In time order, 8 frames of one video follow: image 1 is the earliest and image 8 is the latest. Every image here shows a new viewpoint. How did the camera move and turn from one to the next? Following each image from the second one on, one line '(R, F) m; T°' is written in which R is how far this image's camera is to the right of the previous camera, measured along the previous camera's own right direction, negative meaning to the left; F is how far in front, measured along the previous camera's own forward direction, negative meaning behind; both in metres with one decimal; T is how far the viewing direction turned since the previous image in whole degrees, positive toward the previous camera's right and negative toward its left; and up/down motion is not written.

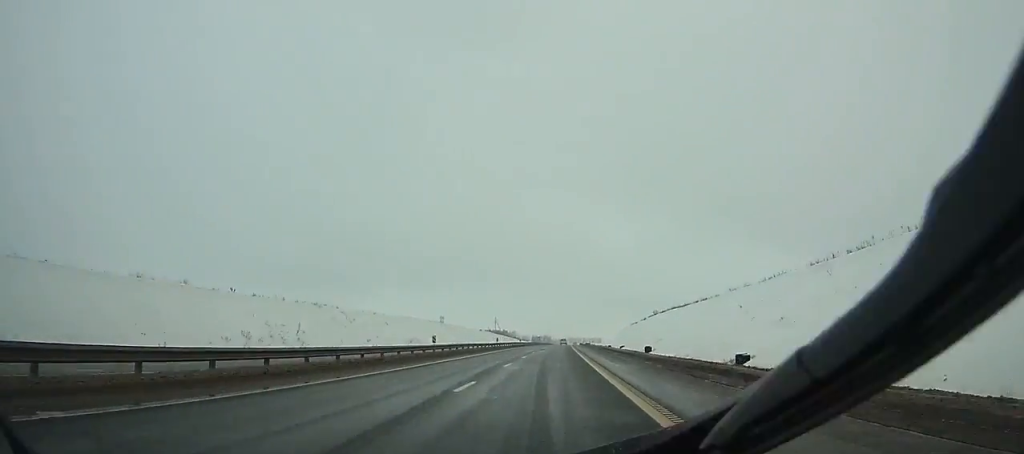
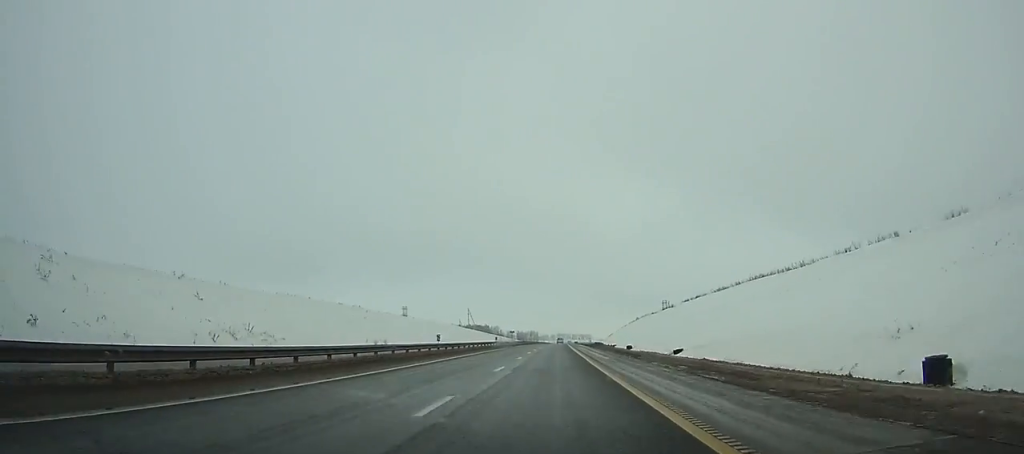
(+0.6, +75.0) m; +1°
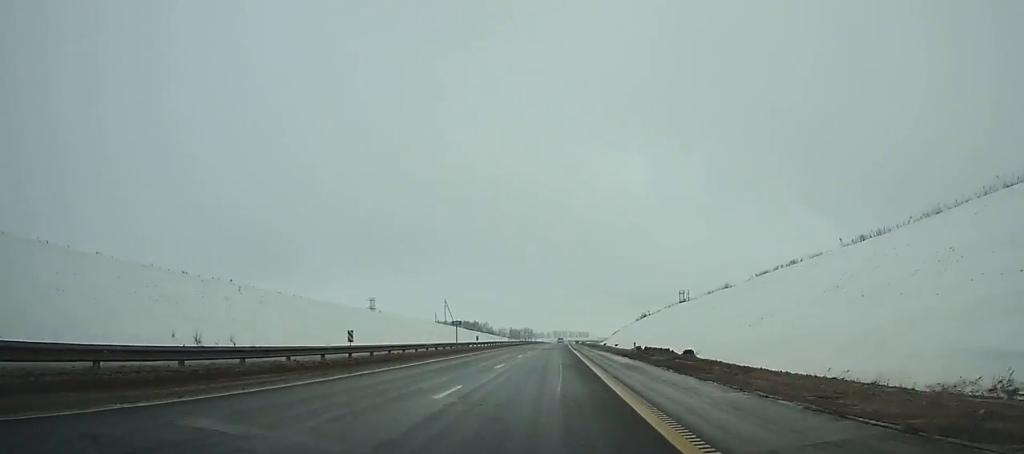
(+0.3, +56.8) m; 0°
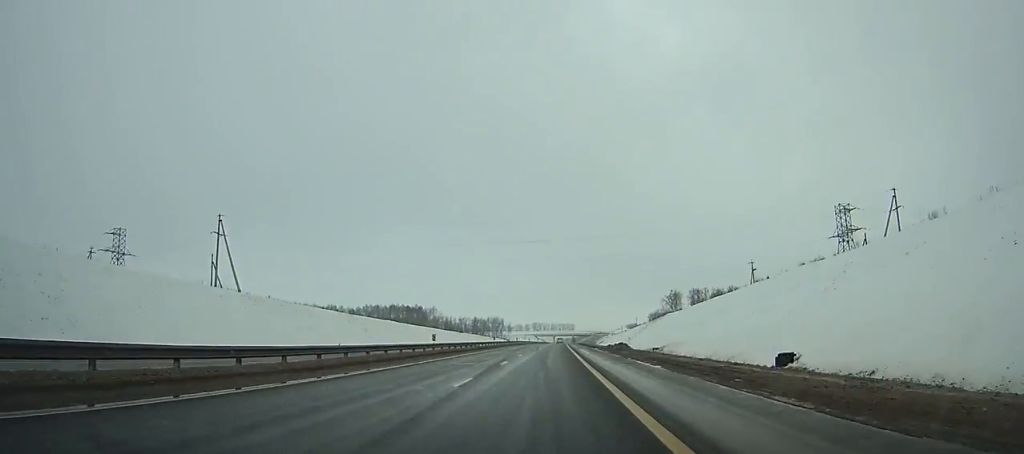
(+1.6, +178.6) m; +1°
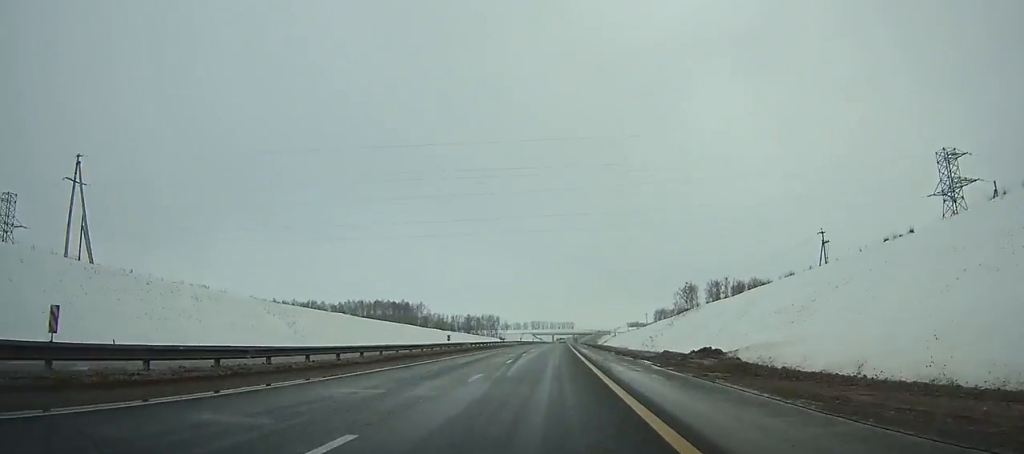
(+0.1, +34.3) m; 0°
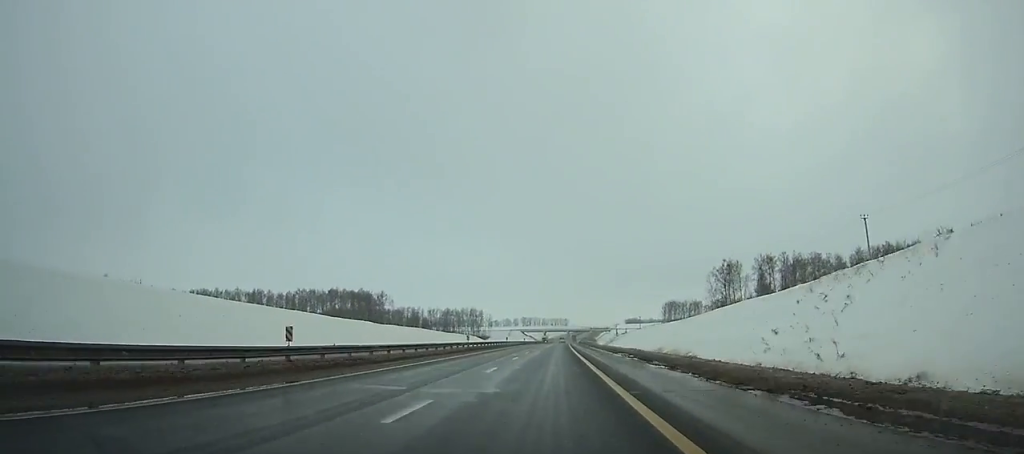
(+0.5, +66.8) m; +1°
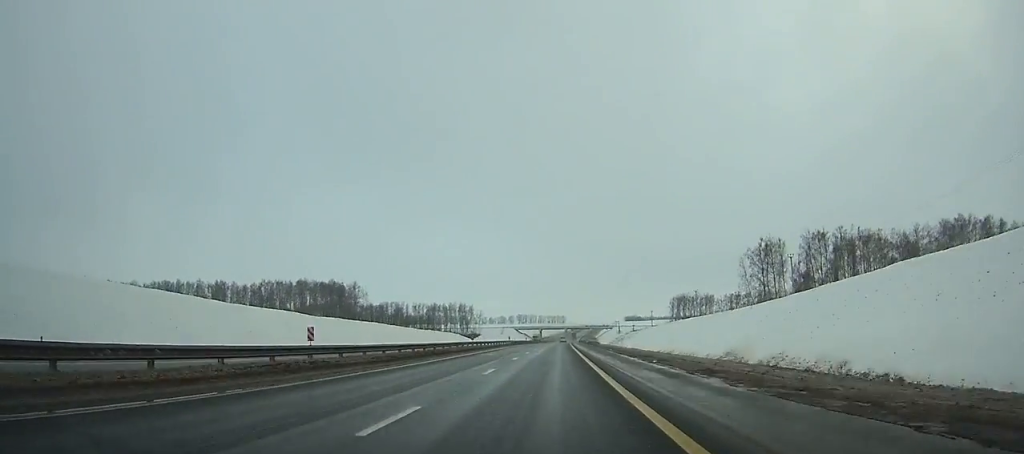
(+0.1, +37.9) m; 0°
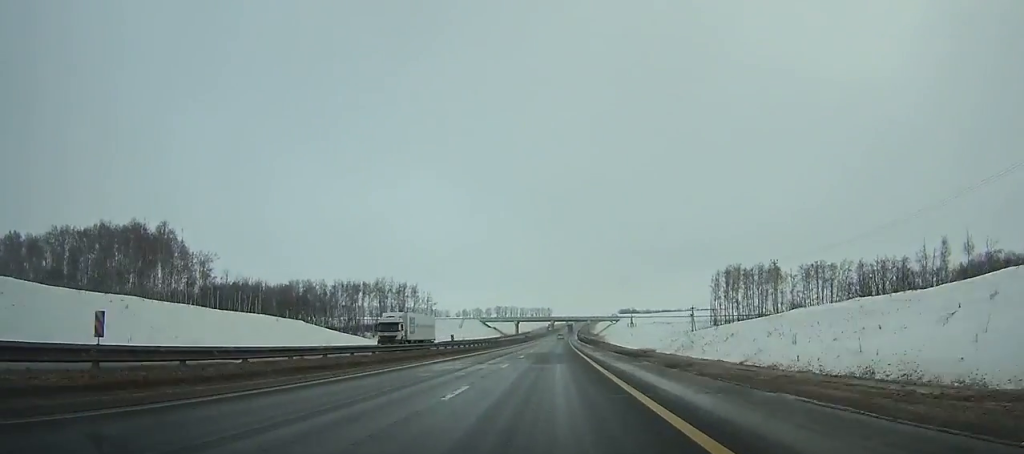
(+1.4, +127.7) m; +1°
